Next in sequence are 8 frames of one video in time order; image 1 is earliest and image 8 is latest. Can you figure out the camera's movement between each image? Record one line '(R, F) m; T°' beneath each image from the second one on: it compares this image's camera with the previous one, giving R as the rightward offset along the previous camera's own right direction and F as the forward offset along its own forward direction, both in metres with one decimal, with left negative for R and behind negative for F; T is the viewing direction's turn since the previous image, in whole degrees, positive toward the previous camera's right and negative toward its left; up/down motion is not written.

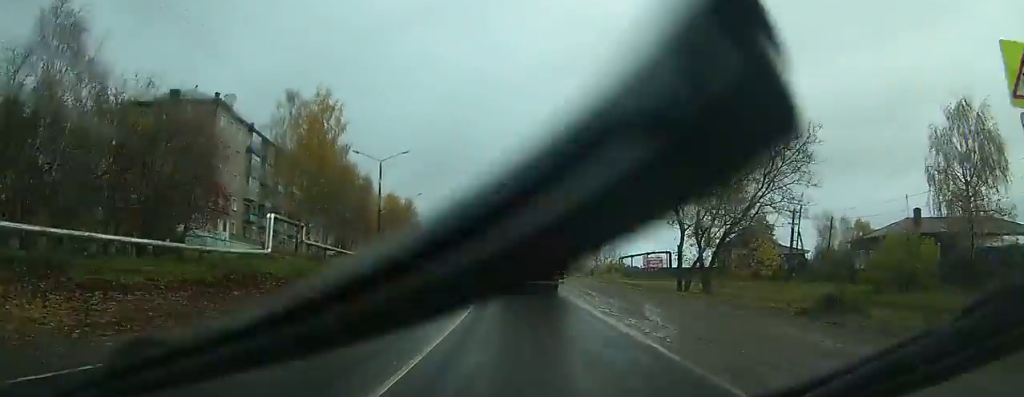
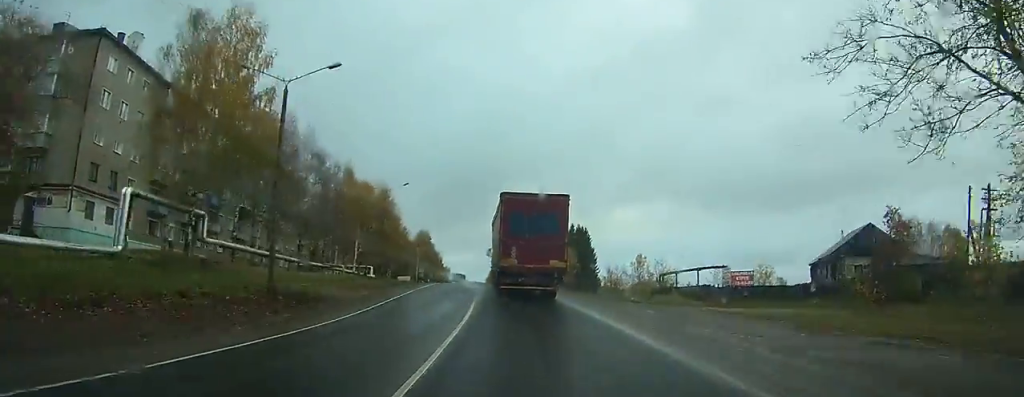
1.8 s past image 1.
(-0.4, +24.6) m; -2°
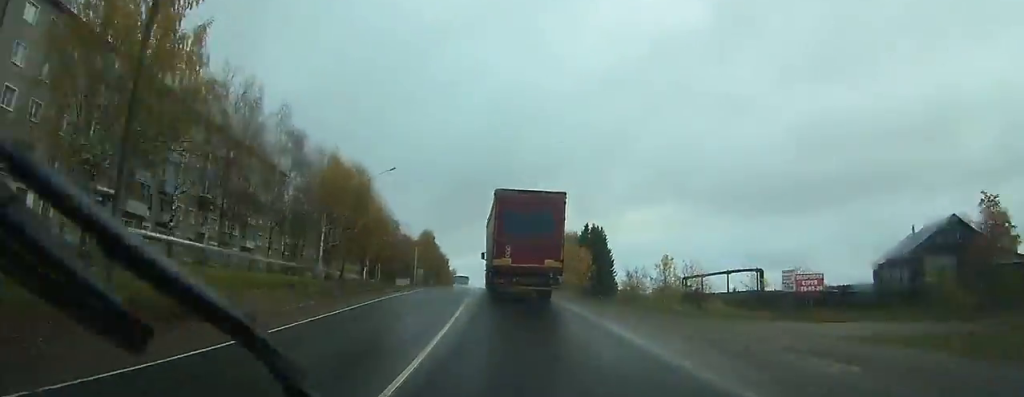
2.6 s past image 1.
(-0.1, +10.9) m; -1°
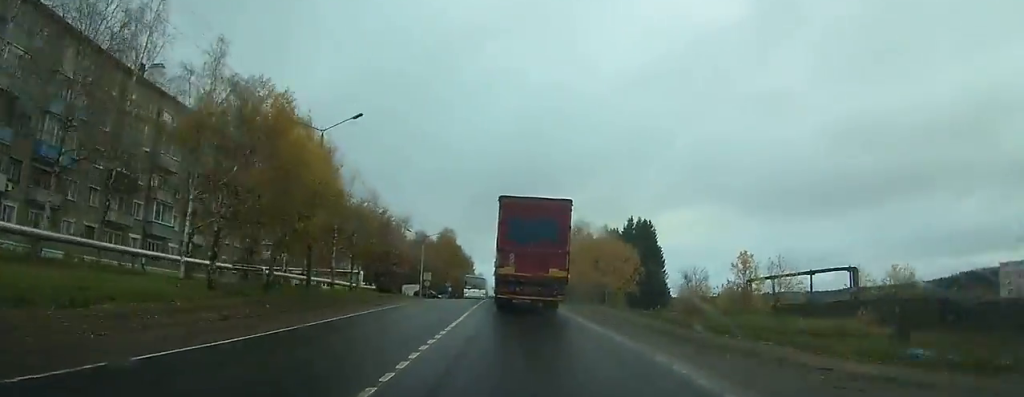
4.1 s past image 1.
(-0.3, +19.9) m; -2°
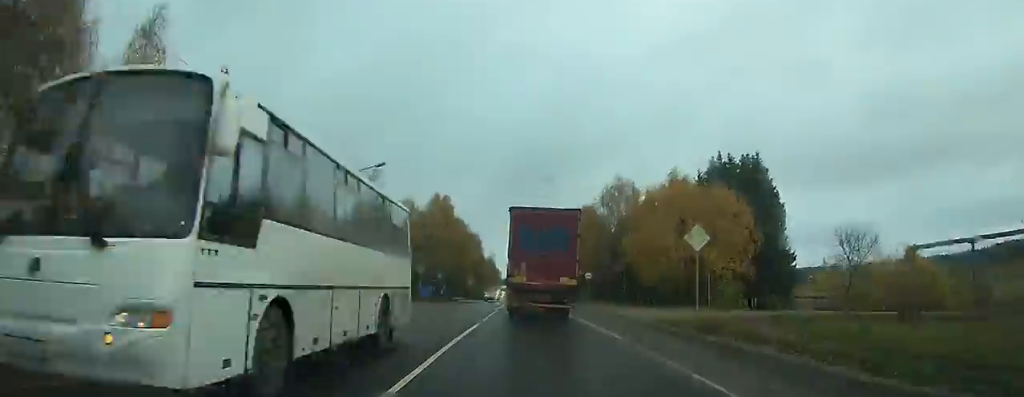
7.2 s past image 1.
(-1.0, +42.2) m; -2°
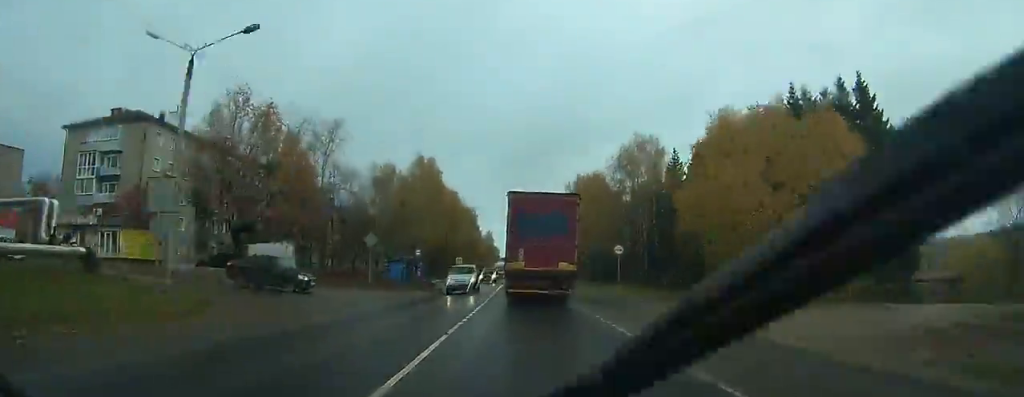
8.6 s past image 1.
(0.0, +18.9) m; 0°
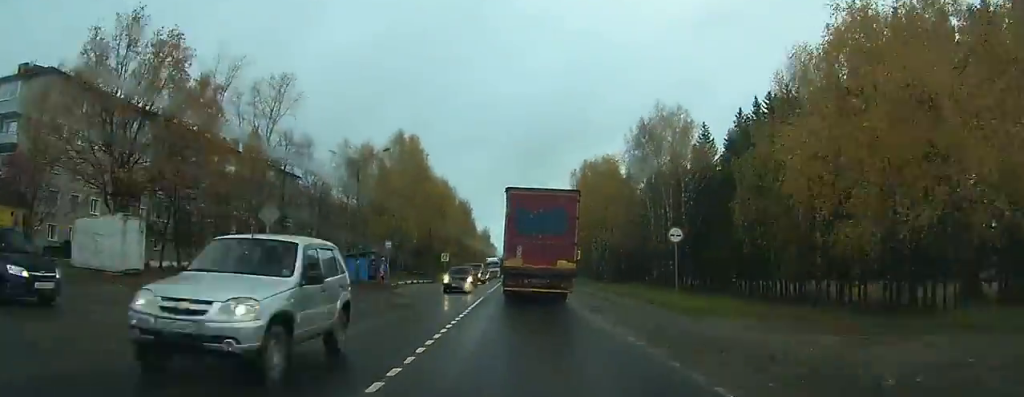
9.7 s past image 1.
(-0.1, +15.3) m; 0°
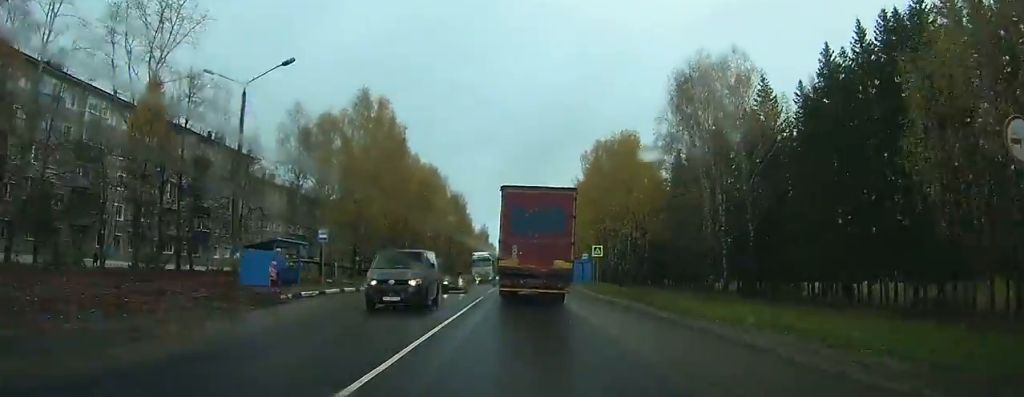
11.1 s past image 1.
(-0.1, +18.8) m; 0°
